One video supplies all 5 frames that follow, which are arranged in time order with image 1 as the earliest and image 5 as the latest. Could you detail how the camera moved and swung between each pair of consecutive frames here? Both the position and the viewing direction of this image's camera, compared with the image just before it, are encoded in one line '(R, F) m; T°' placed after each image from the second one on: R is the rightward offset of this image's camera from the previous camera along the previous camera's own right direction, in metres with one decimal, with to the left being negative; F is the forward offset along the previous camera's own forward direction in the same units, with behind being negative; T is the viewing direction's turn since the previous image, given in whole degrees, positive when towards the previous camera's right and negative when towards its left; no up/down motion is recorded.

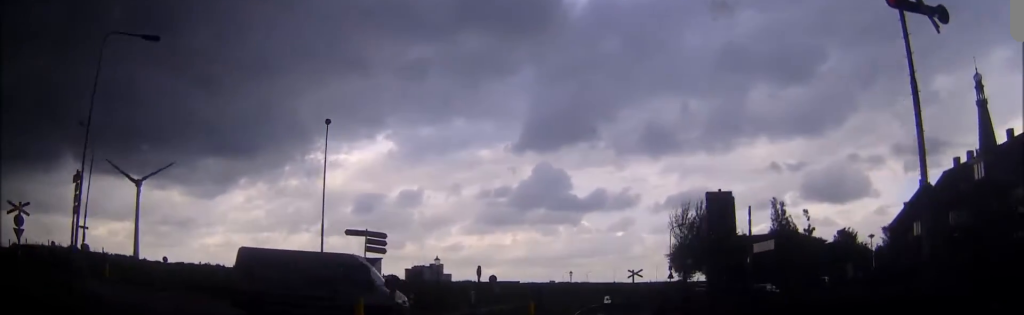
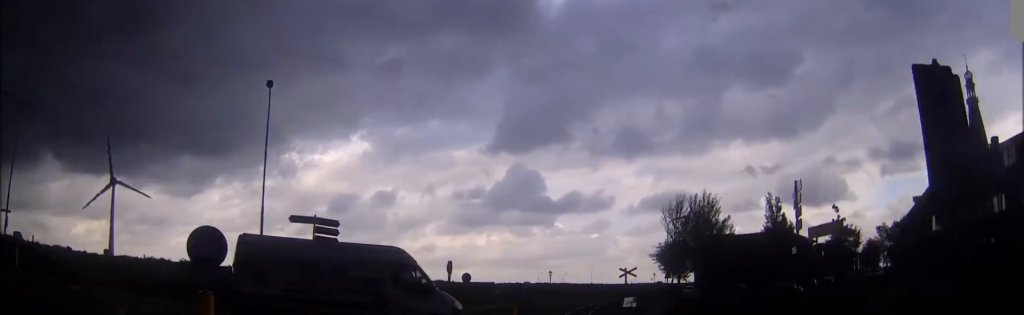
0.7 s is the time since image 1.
(+0.1, +8.0) m; +1°
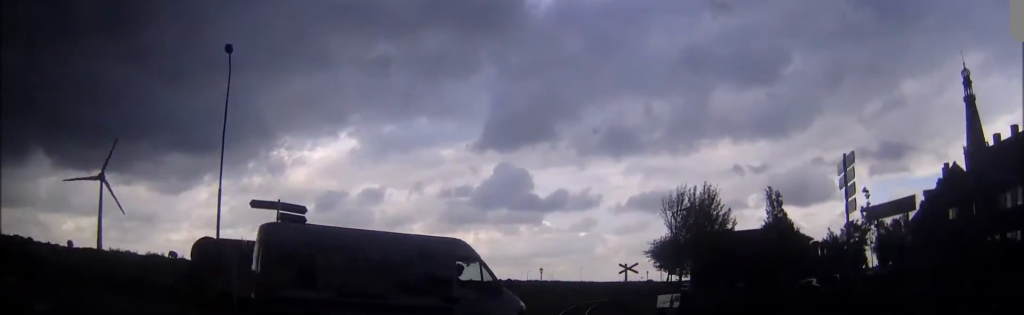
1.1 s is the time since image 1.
(+0.1, +5.4) m; +1°
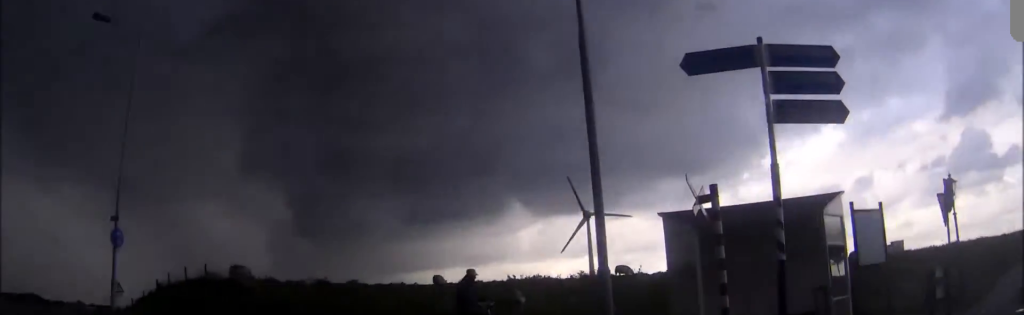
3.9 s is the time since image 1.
(-4.1, +20.8) m; -38°
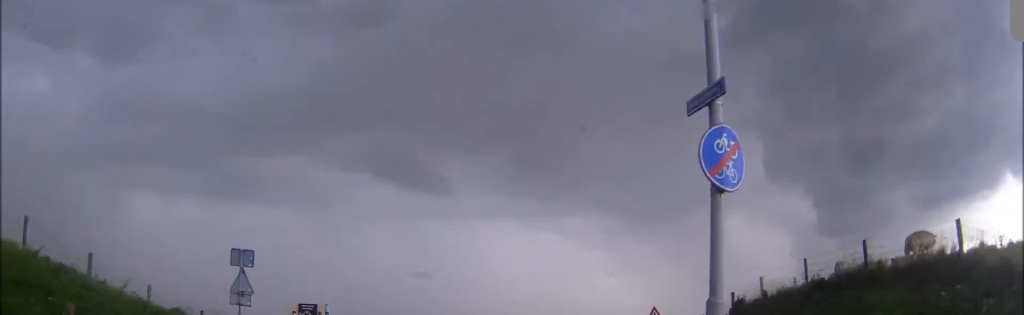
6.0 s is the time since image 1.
(-5.0, +12.8) m; -35°
